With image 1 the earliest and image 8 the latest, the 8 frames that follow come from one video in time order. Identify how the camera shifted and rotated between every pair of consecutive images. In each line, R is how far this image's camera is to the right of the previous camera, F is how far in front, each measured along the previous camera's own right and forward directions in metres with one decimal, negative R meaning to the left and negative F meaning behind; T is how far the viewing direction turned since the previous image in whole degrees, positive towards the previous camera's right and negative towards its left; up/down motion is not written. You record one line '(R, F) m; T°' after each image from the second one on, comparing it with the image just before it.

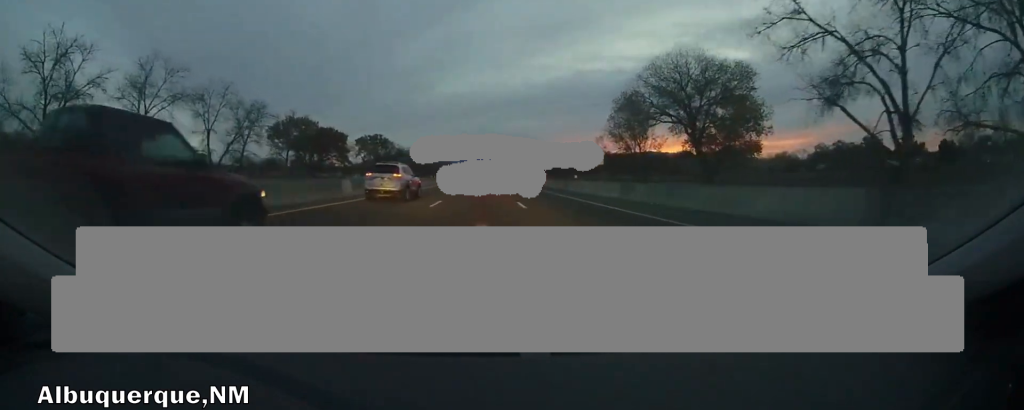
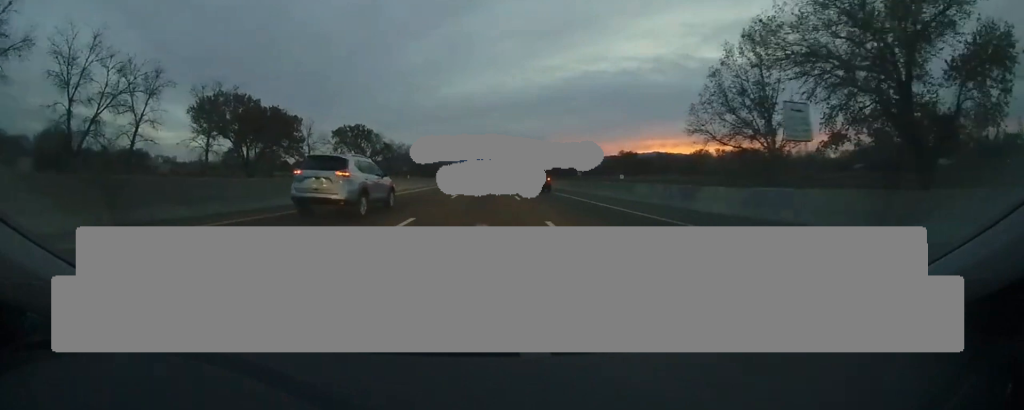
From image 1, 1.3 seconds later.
(-0.1, +18.0) m; -3°
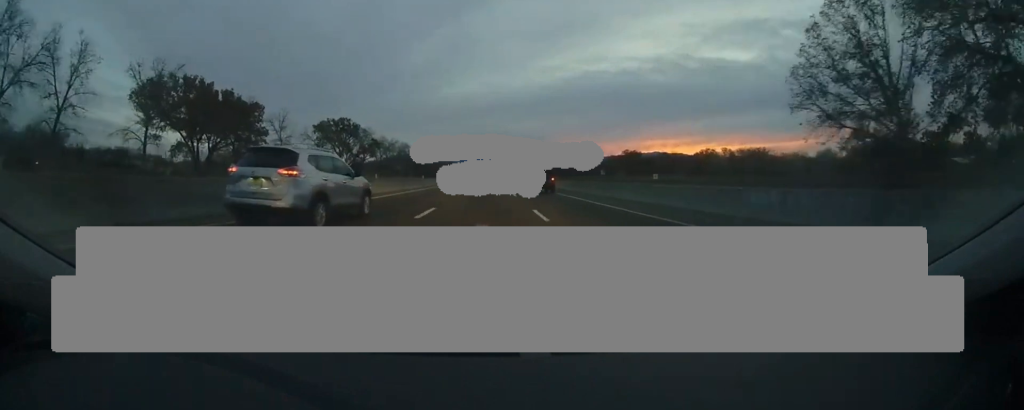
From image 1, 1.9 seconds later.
(-0.2, +8.6) m; -1°
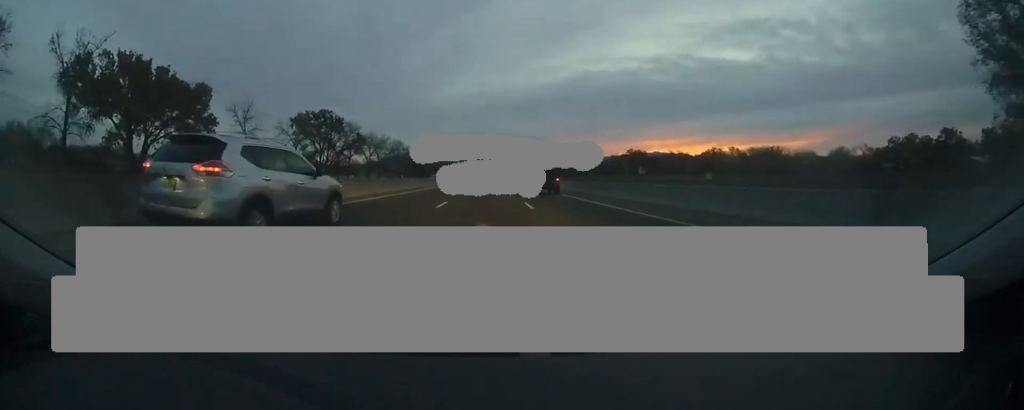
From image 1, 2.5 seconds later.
(-0.3, +8.6) m; 0°
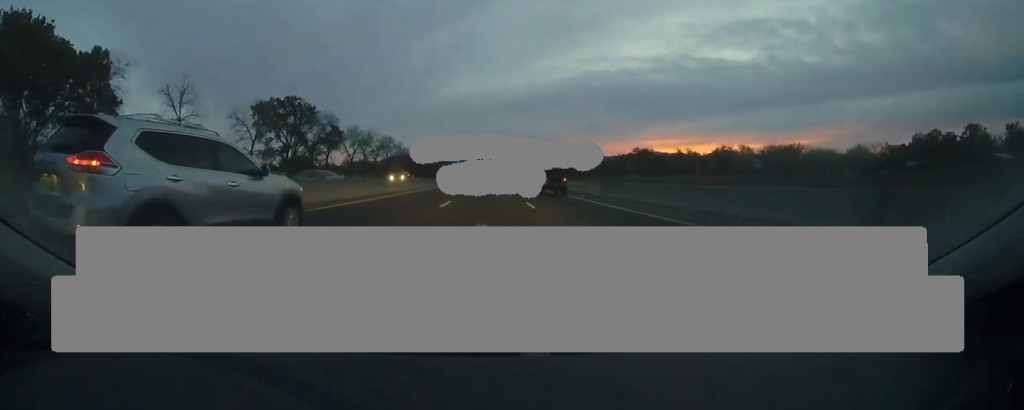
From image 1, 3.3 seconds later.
(+0.3, +11.5) m; +1°
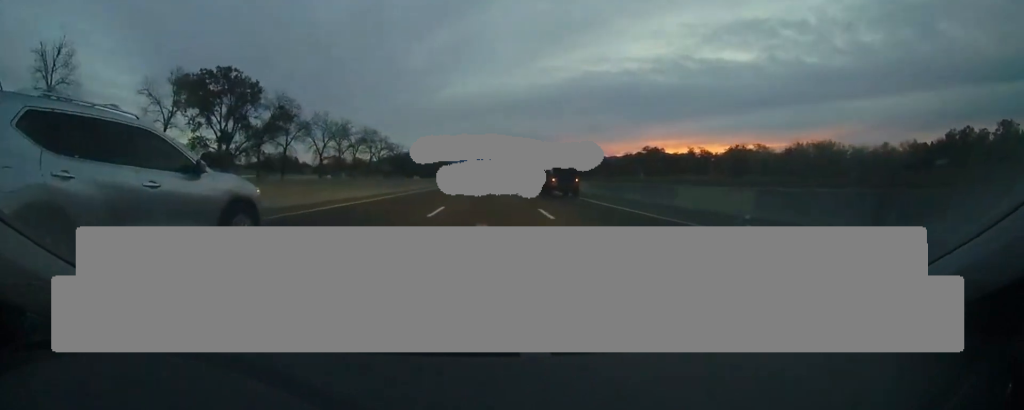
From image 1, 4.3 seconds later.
(+0.2, +15.5) m; -1°
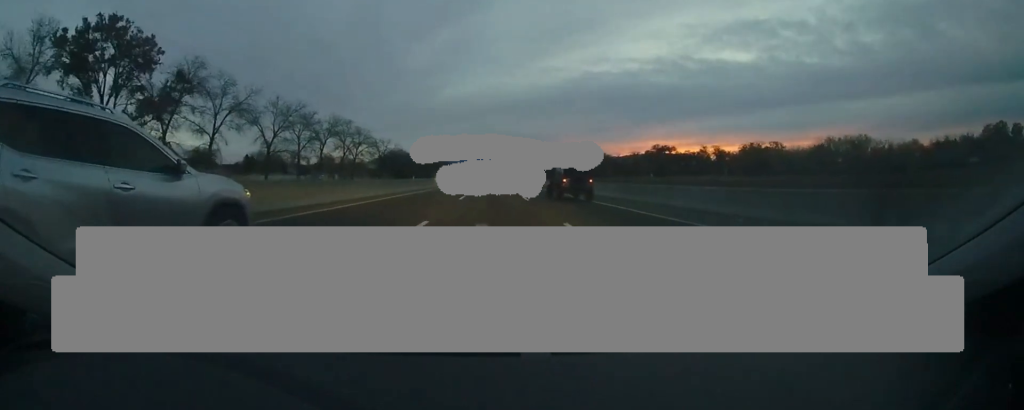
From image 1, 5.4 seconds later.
(-0.4, +15.9) m; -2°
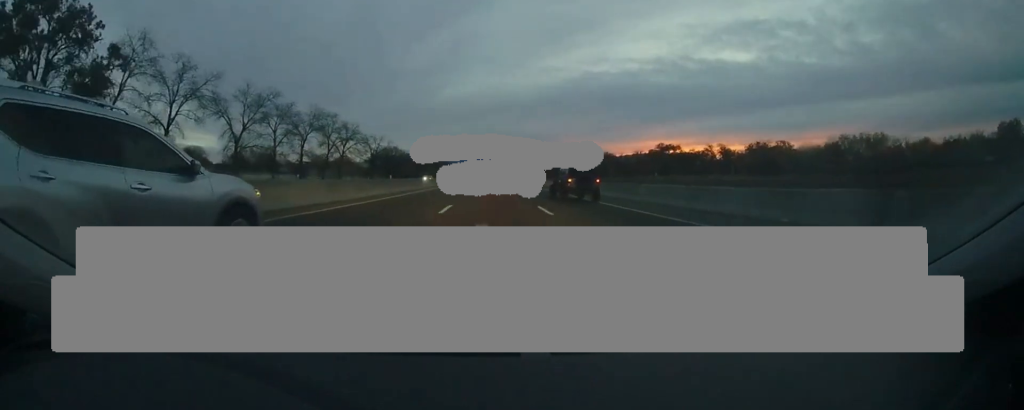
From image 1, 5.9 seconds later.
(0.0, +6.7) m; 0°
